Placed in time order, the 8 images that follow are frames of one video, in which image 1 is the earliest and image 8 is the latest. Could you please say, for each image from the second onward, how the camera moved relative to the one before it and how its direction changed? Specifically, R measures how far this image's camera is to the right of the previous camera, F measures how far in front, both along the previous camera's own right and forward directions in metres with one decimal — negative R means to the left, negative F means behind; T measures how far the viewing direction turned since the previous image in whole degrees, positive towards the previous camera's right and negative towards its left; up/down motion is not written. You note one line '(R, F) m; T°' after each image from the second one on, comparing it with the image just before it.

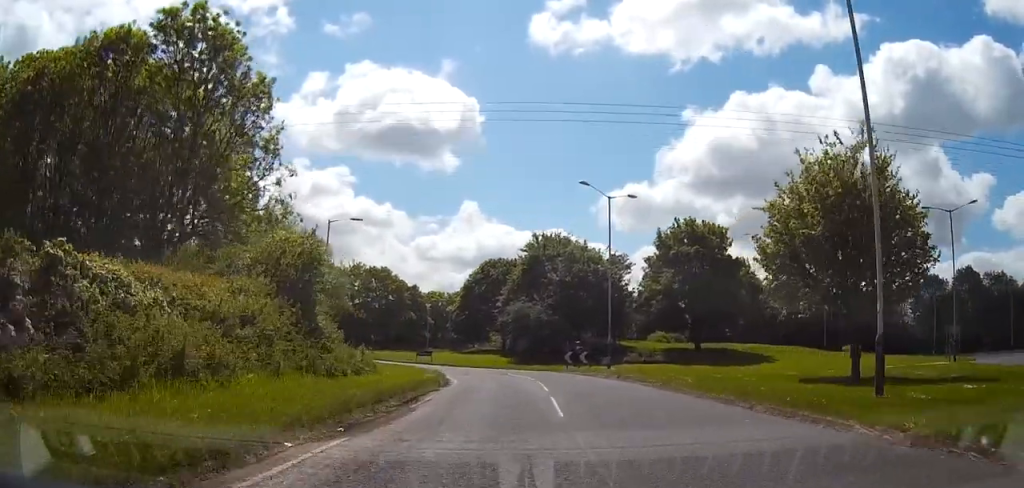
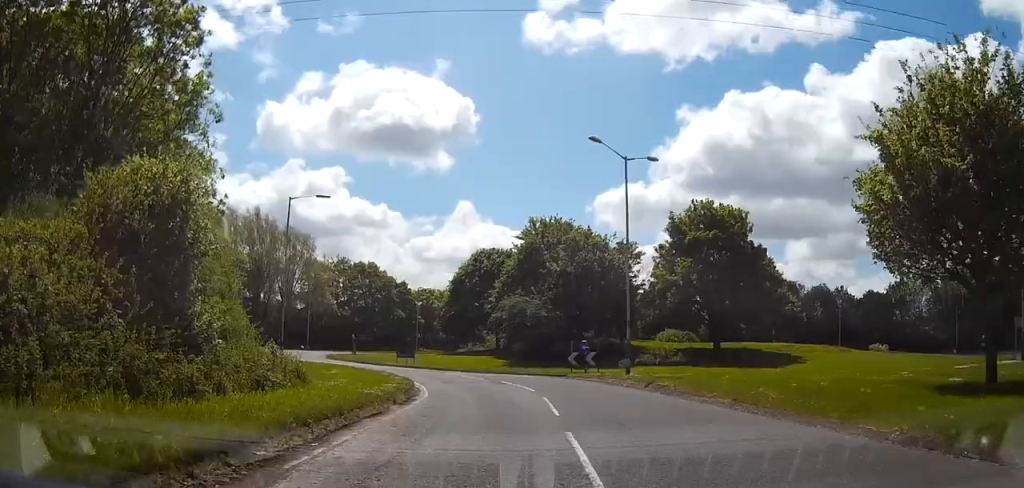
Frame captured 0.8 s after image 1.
(0.0, +8.4) m; 0°
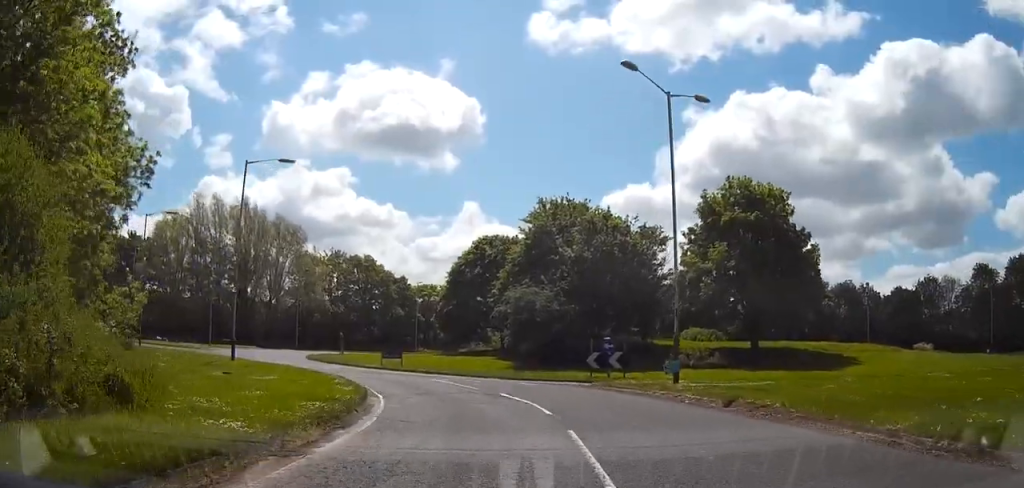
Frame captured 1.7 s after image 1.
(0.0, +8.6) m; -2°
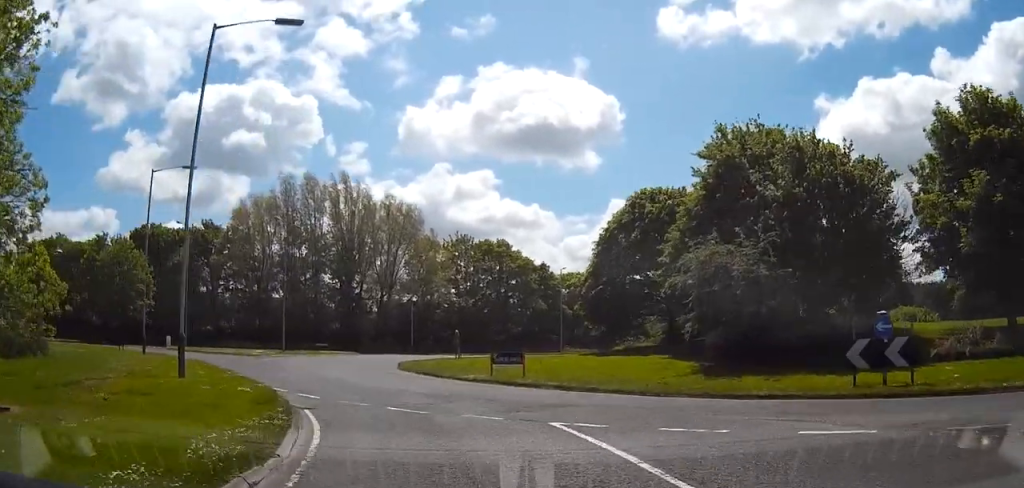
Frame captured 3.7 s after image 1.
(-2.3, +17.2) m; -14°
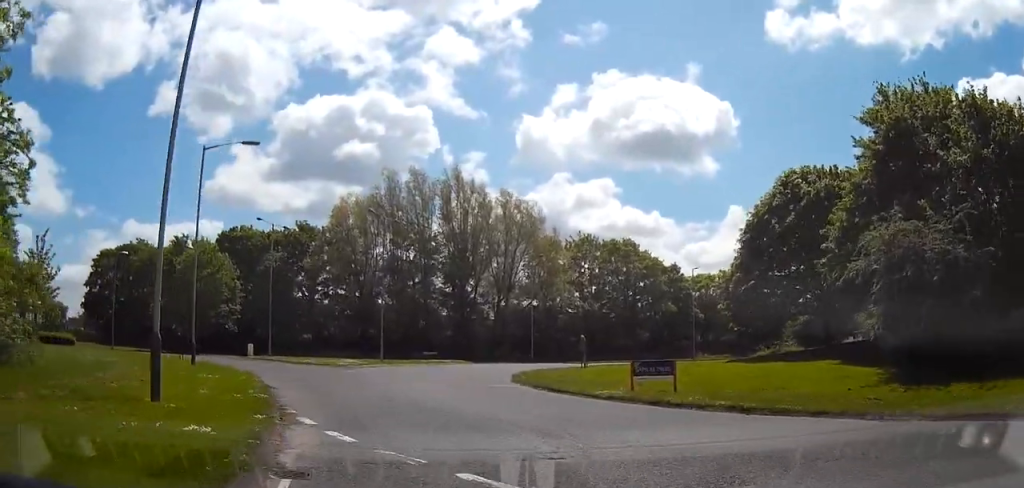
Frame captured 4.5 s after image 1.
(-0.1, +7.1) m; -6°
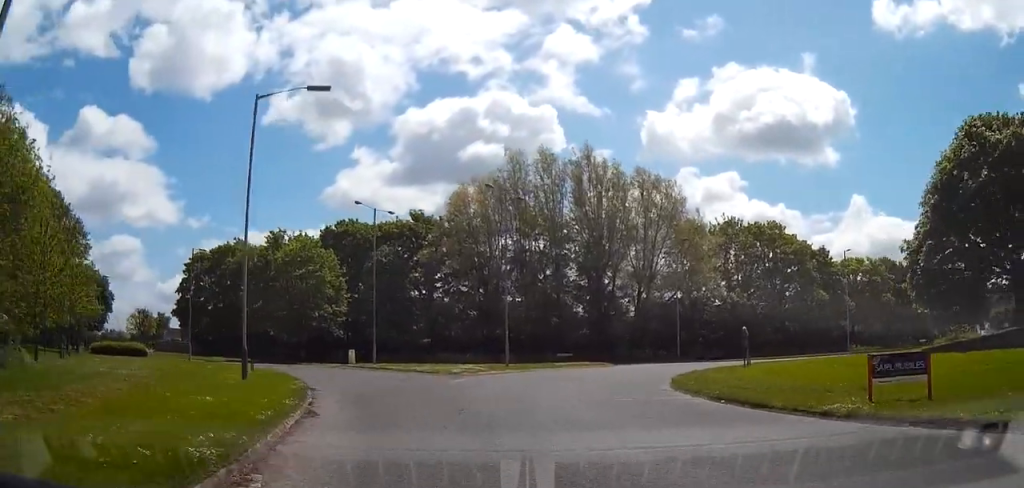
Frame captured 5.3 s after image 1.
(-0.6, +7.9) m; -6°
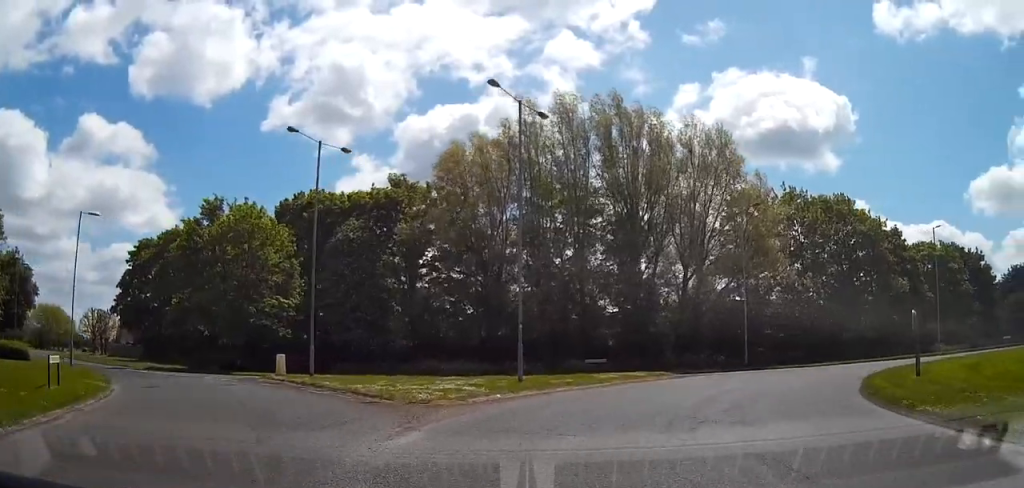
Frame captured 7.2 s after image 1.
(-0.9, +17.5) m; -3°
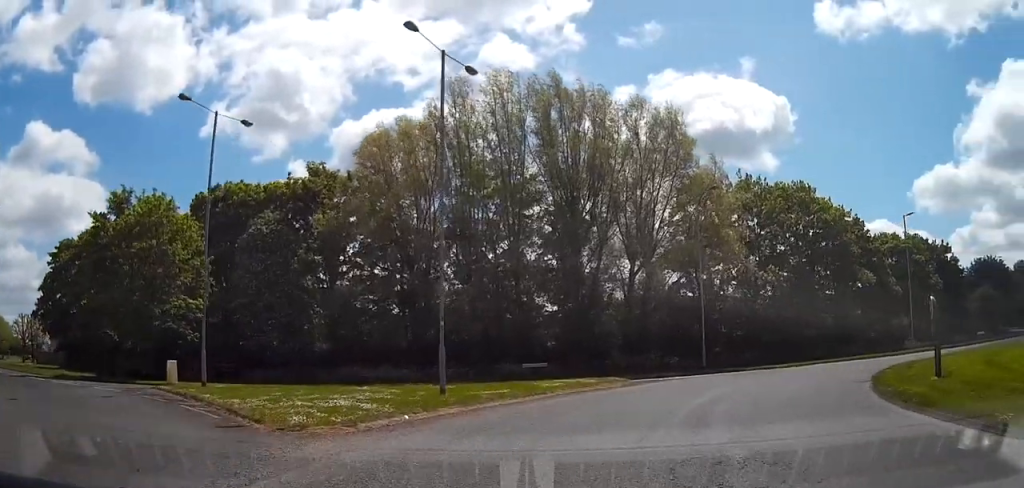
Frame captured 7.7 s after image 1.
(0.0, +5.1) m; 0°
